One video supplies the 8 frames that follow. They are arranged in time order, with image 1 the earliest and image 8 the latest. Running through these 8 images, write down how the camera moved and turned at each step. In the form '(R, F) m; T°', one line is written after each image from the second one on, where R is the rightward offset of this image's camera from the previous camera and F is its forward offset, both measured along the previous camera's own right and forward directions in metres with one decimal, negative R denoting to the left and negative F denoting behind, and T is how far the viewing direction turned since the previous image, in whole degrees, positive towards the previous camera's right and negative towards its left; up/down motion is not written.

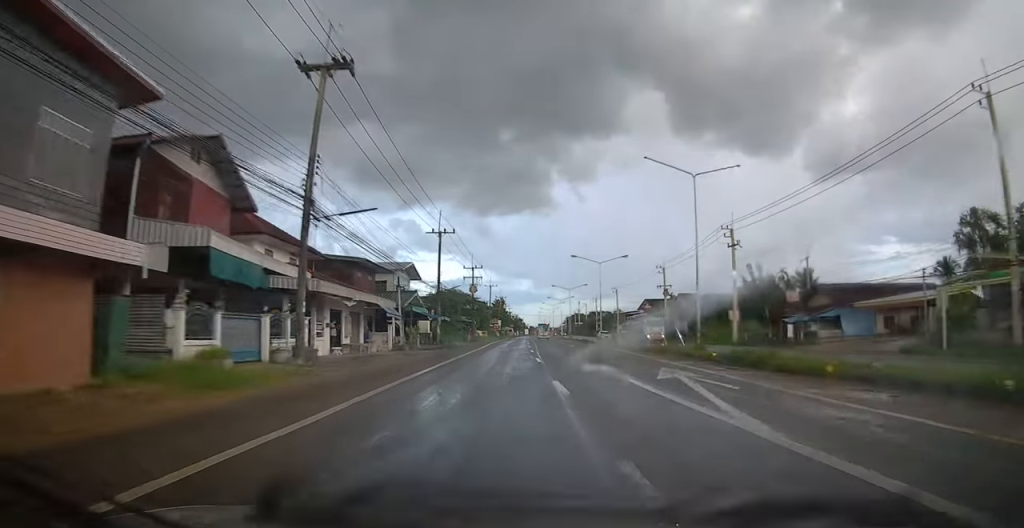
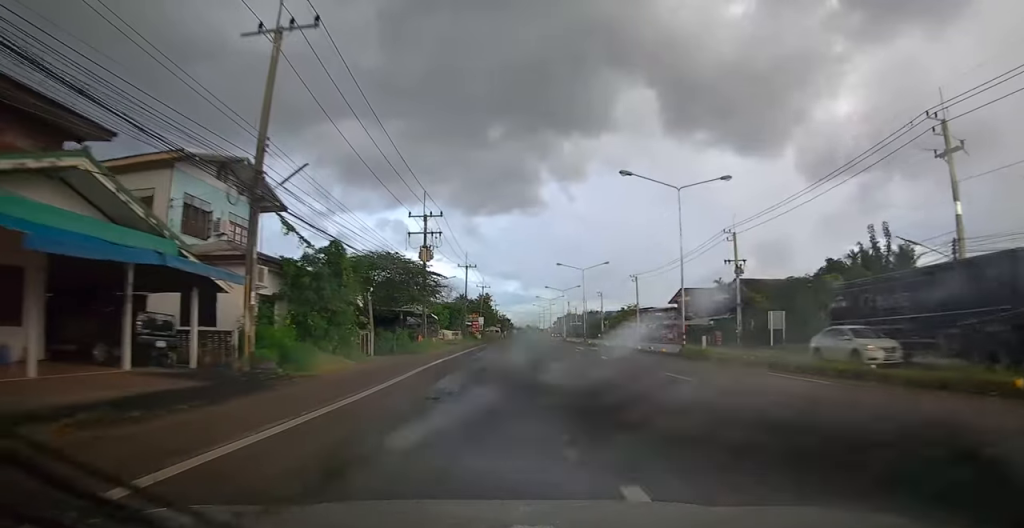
(-0.3, +33.6) m; -1°
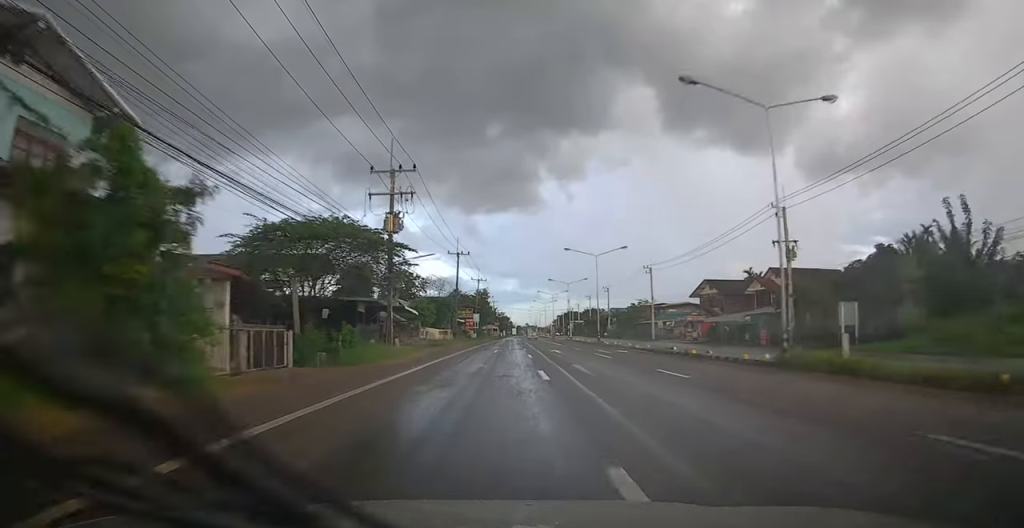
(-0.1, +11.3) m; +1°
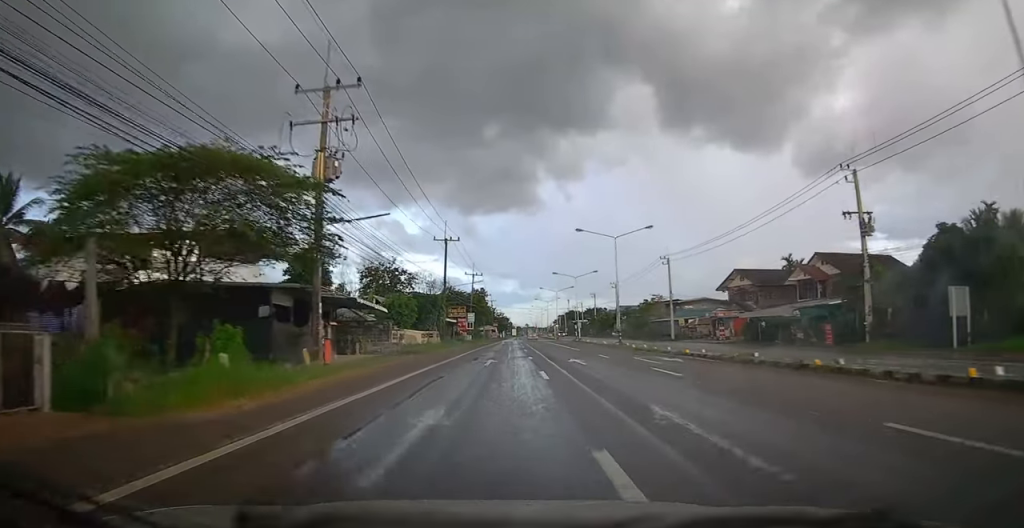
(+0.3, +11.1) m; 0°
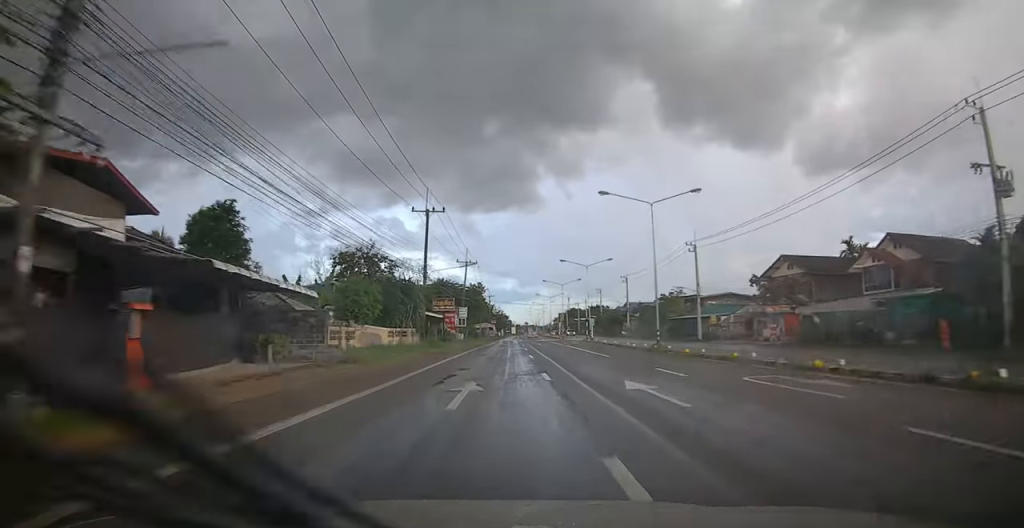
(+0.2, +12.3) m; 0°
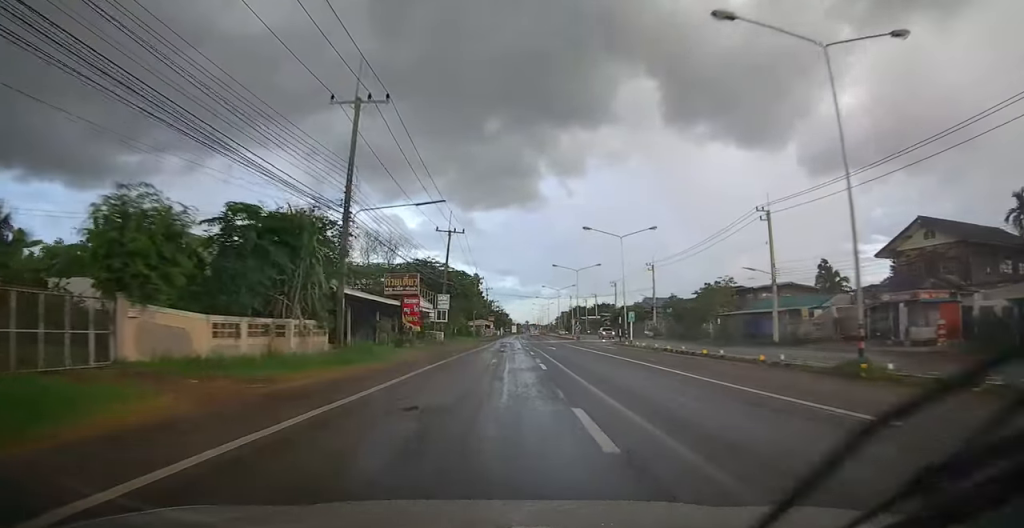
(-0.5, +20.5) m; -1°
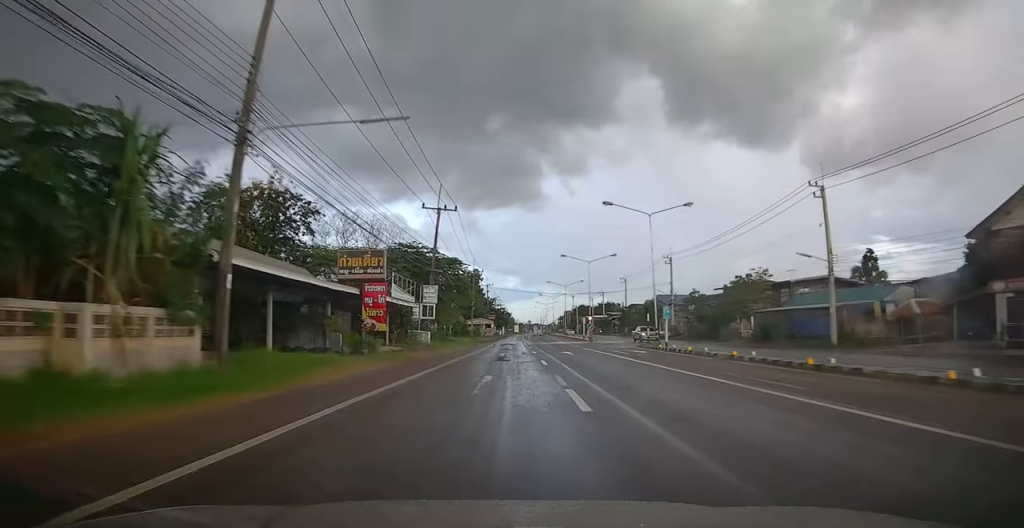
(-0.2, +9.5) m; +1°
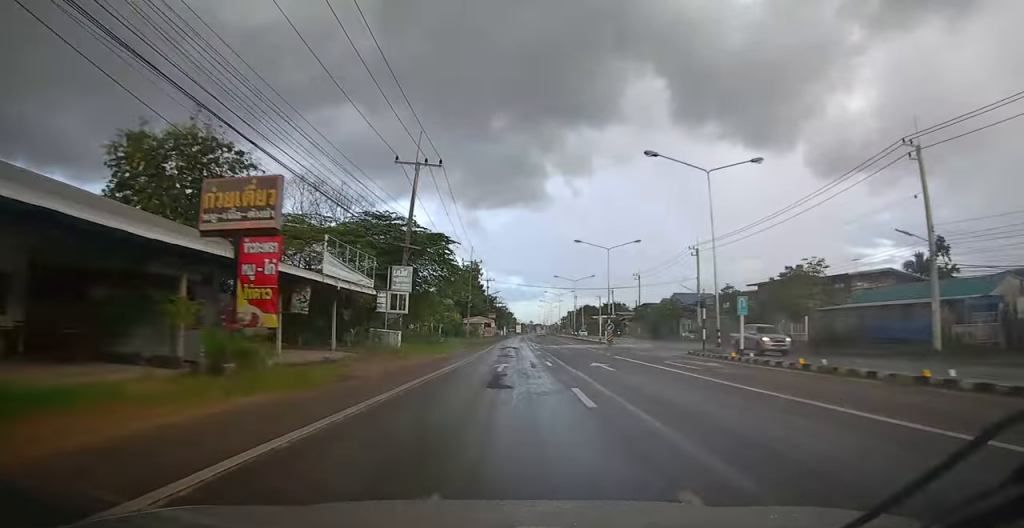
(+0.3, +11.1) m; +1°
